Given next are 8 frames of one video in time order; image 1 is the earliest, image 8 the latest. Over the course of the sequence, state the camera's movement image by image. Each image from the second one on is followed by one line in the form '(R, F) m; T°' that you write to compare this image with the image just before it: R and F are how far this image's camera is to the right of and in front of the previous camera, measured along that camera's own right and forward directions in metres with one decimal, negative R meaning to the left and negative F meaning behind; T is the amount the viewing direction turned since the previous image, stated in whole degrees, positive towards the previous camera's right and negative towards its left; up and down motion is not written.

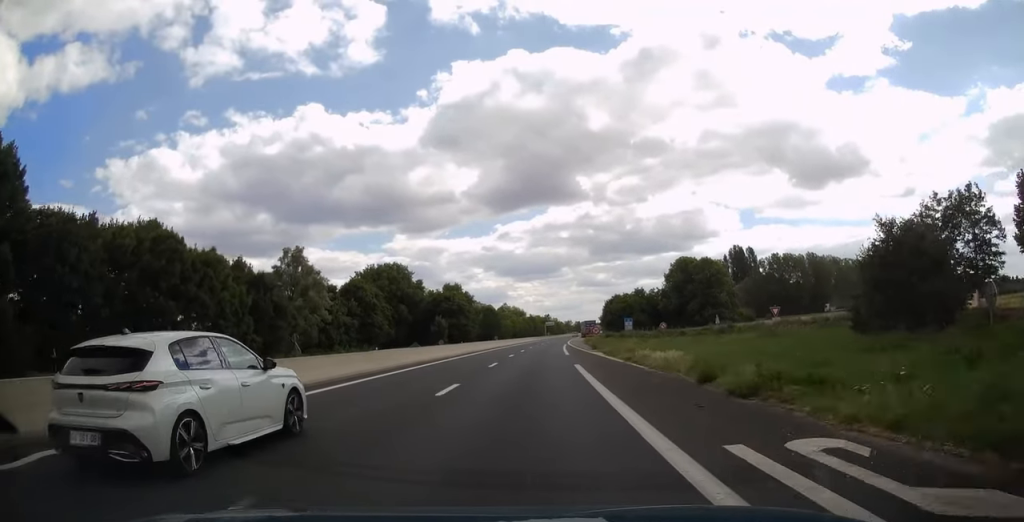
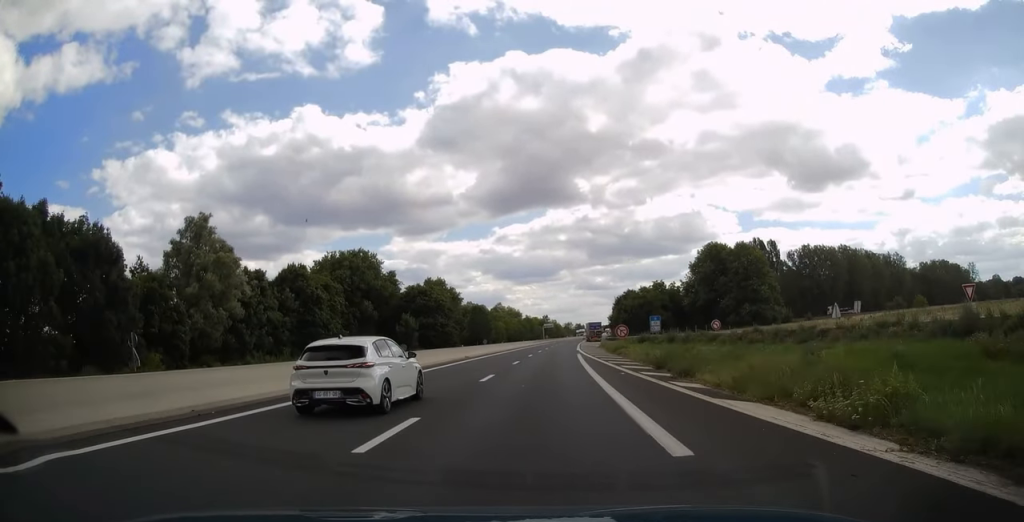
(0.0, +31.7) m; +1°
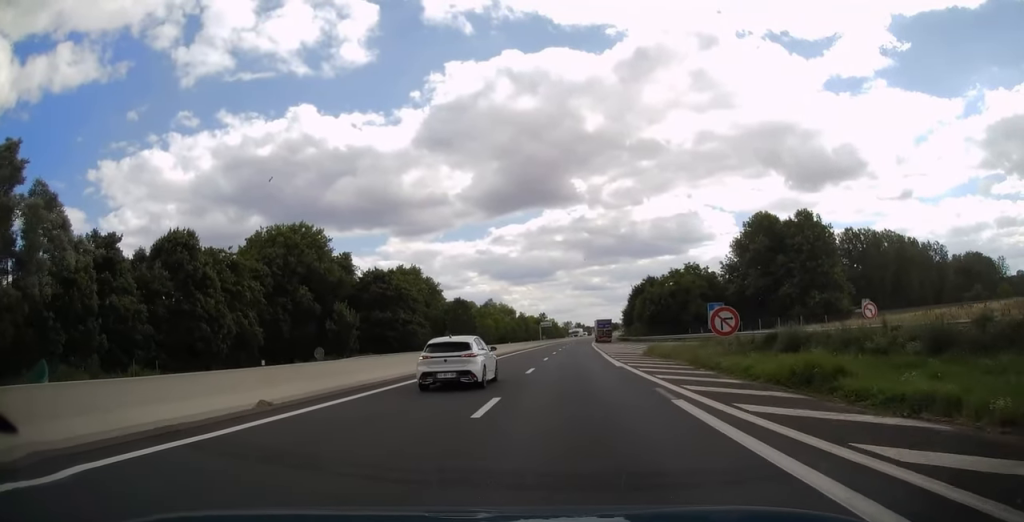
(+0.8, +34.3) m; +2°
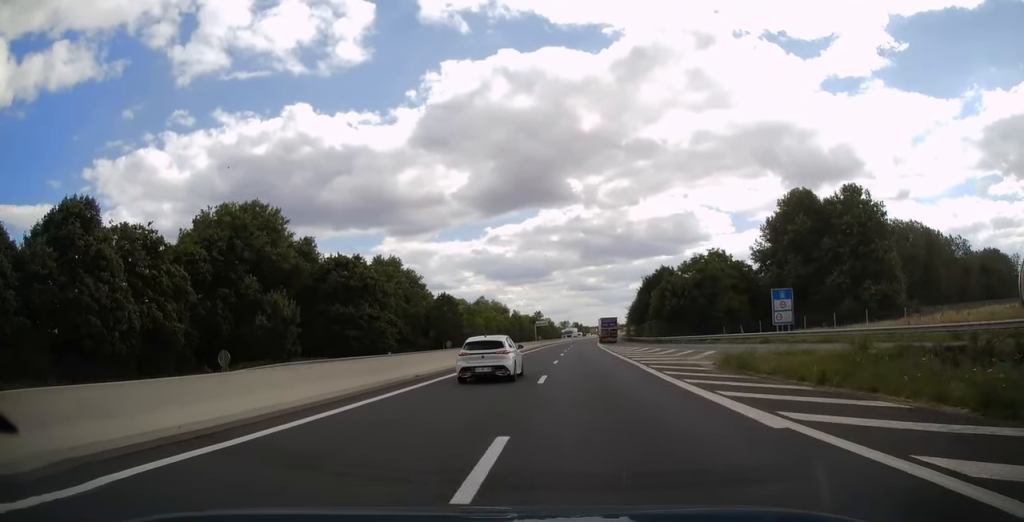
(+0.3, +17.9) m; +1°
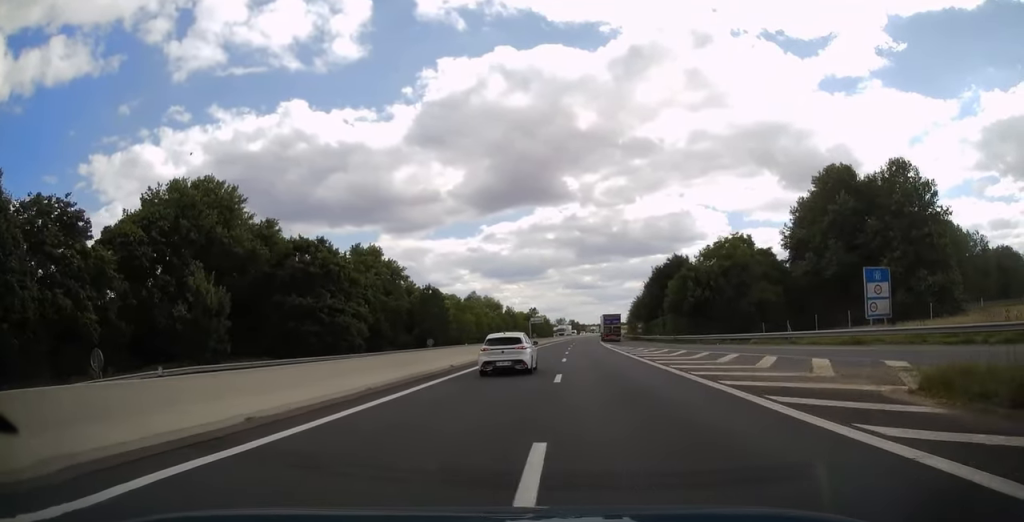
(0.0, +13.4) m; 0°
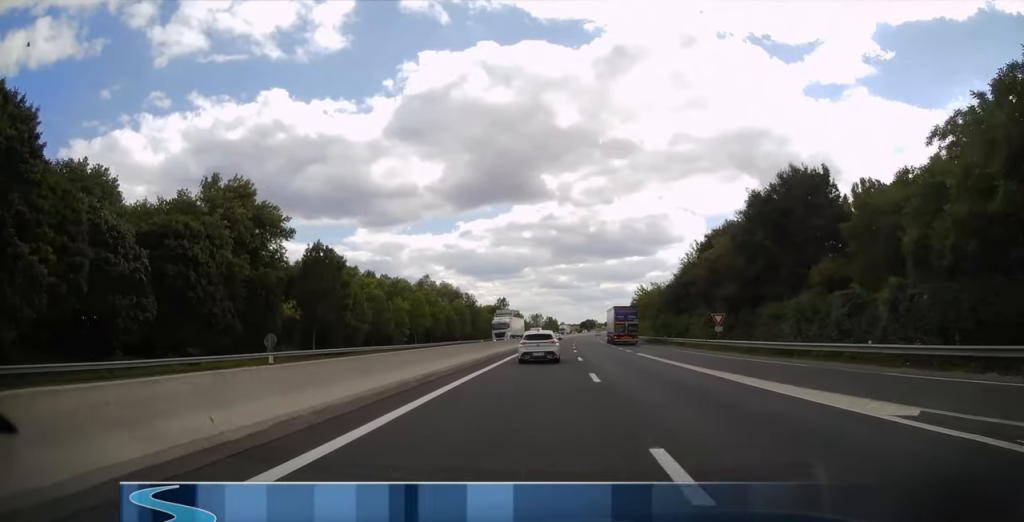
(0.0, +51.1) m; 0°
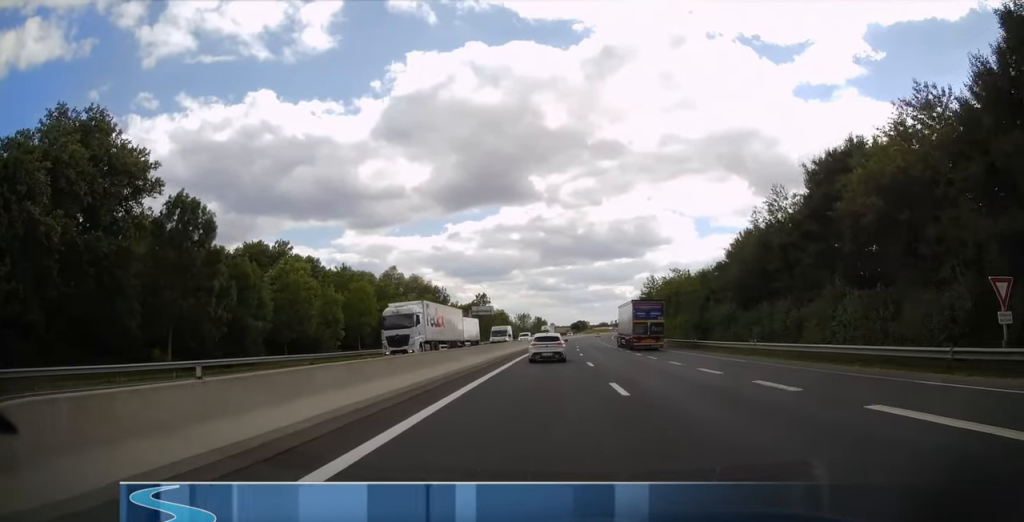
(0.0, +28.3) m; 0°
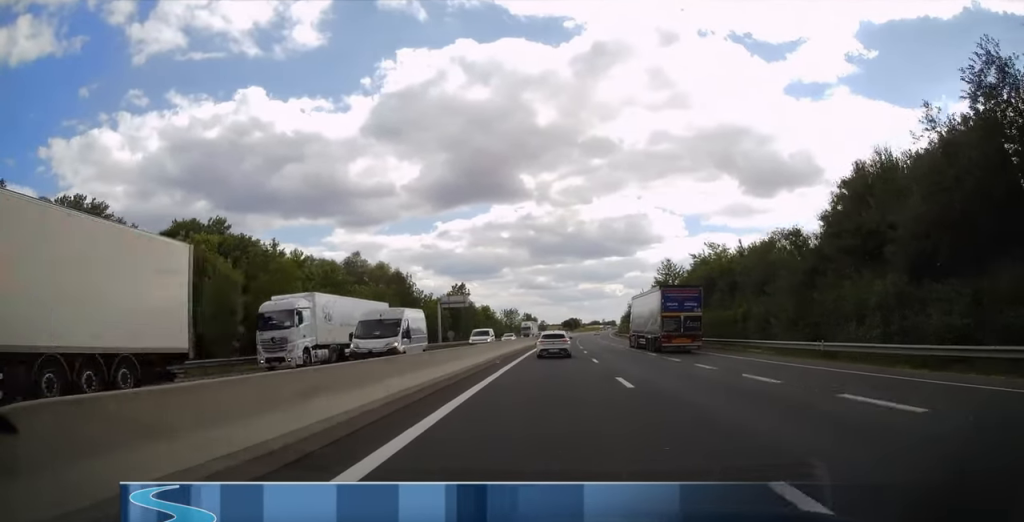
(0.0, +23.7) m; 0°
